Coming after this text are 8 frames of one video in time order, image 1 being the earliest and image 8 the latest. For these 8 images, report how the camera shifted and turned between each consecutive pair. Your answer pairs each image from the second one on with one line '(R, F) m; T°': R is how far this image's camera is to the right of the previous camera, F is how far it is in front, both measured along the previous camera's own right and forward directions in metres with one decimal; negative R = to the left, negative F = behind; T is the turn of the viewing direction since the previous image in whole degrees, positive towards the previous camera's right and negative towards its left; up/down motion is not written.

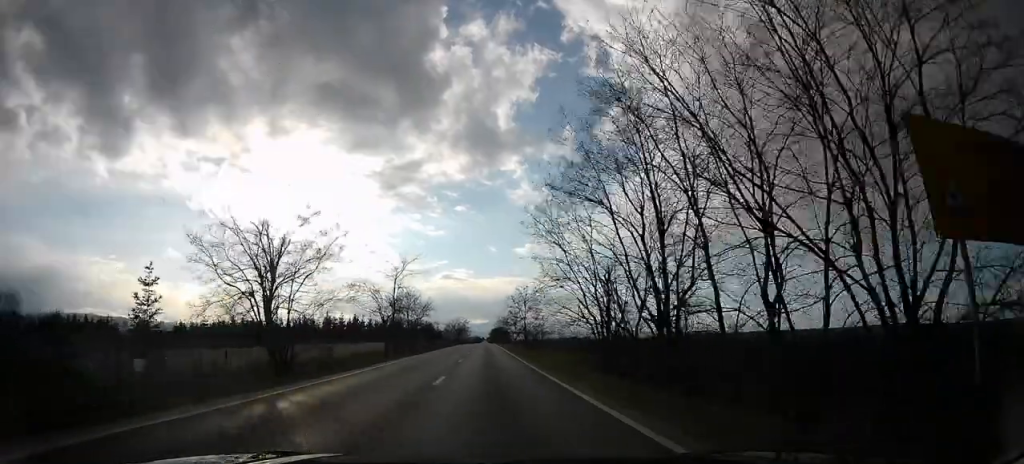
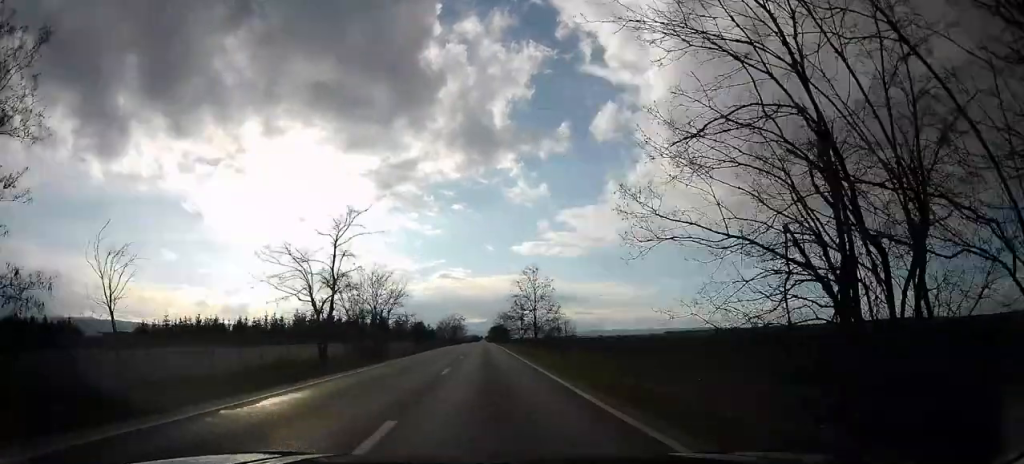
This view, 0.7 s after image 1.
(0.0, +20.6) m; 0°
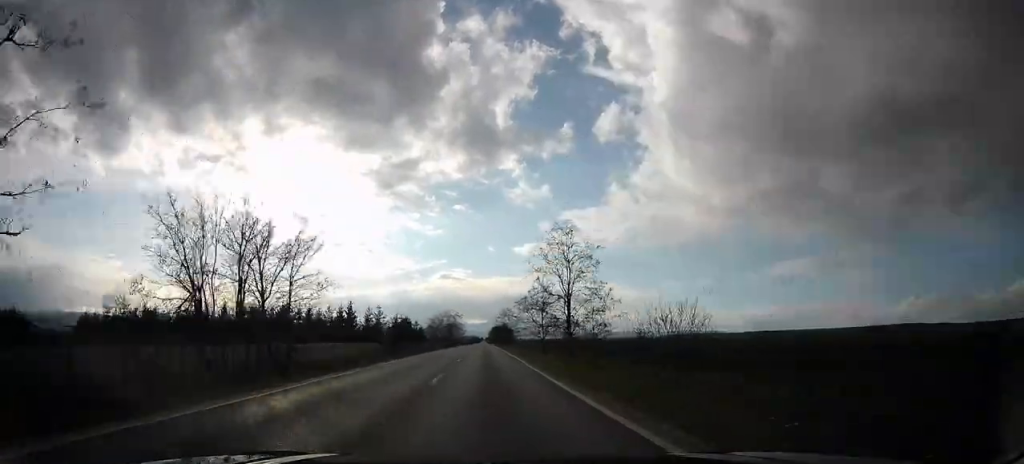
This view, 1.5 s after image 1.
(+0.1, +26.9) m; +1°
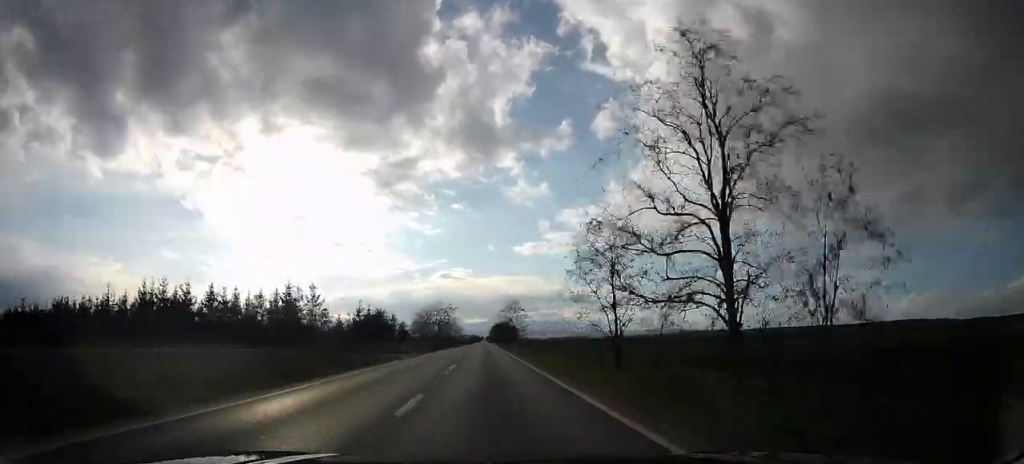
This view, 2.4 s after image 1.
(+0.3, +28.1) m; +1°
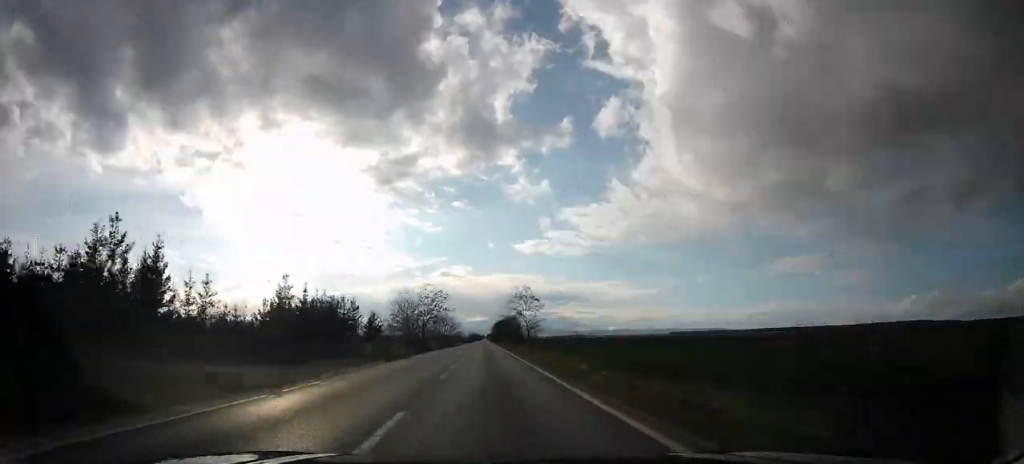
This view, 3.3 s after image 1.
(+0.2, +26.2) m; 0°
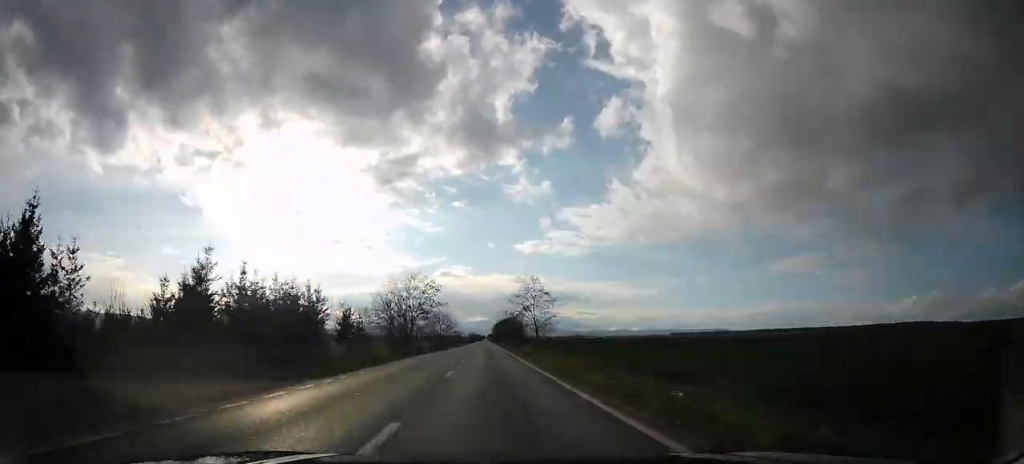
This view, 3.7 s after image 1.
(-0.1, +12.6) m; 0°
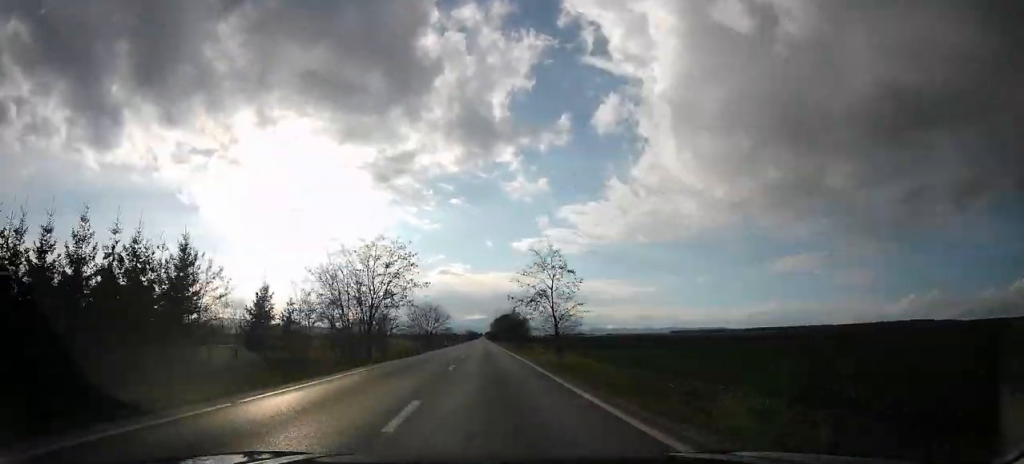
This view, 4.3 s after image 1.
(-0.3, +21.0) m; 0°
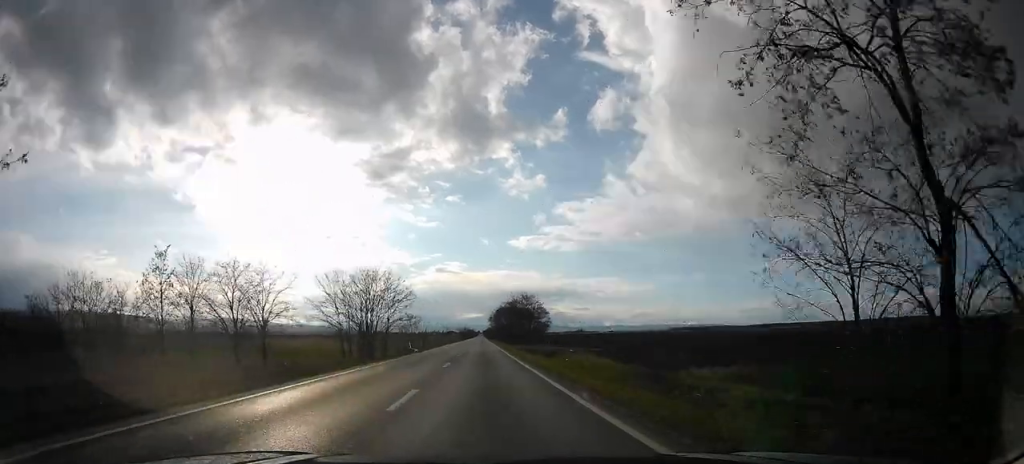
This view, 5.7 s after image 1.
(+0.9, +43.8) m; +1°
